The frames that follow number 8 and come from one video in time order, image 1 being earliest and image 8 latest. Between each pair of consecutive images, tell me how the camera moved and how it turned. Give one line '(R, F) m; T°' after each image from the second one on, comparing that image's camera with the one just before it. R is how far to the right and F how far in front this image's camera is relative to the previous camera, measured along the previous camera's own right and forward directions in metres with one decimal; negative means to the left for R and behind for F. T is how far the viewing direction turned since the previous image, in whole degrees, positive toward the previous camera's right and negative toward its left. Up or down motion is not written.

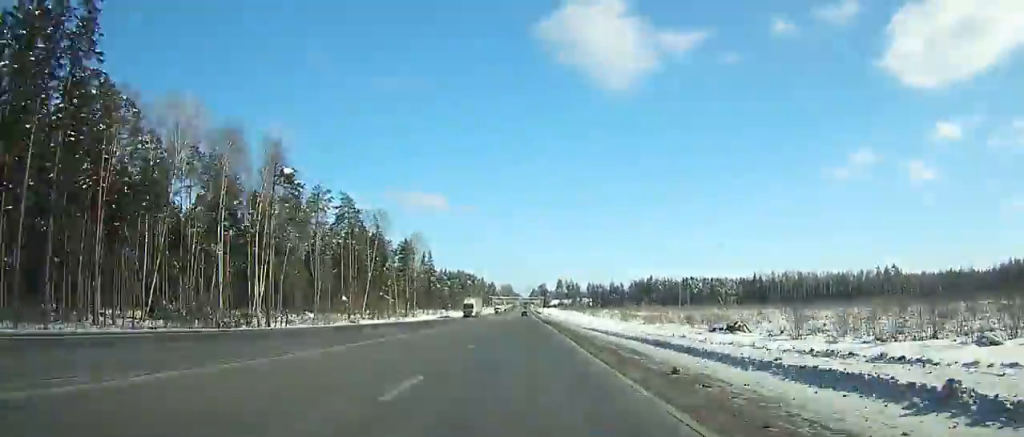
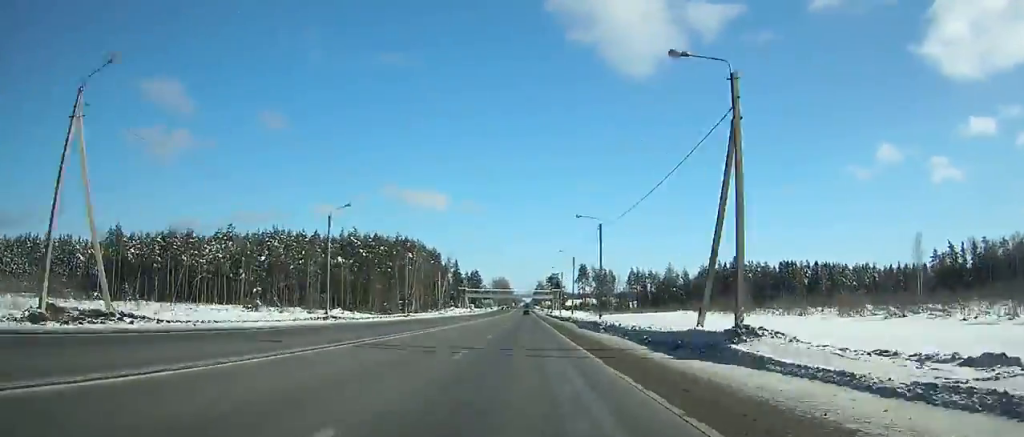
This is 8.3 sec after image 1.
(-1.0, +209.7) m; 0°
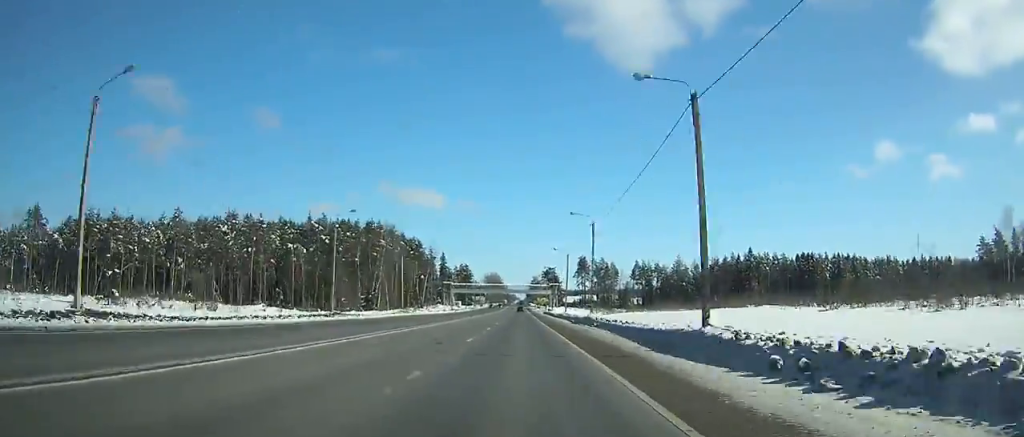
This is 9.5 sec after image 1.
(+0.2, +30.0) m; 0°
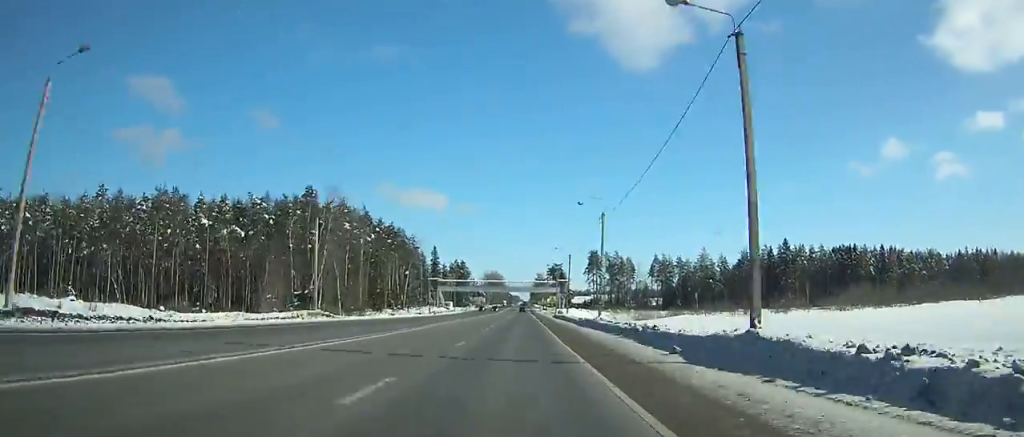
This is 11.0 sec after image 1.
(-0.1, +37.0) m; 0°
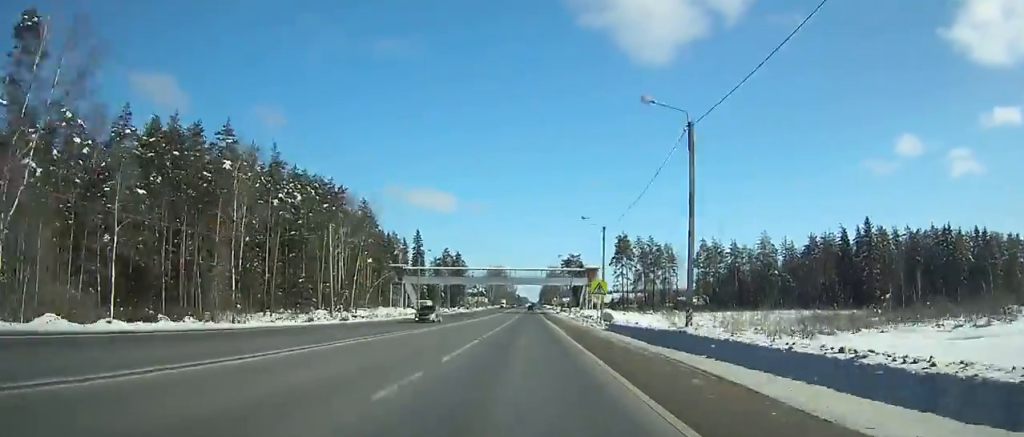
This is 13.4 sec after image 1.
(-0.3, +58.2) m; 0°
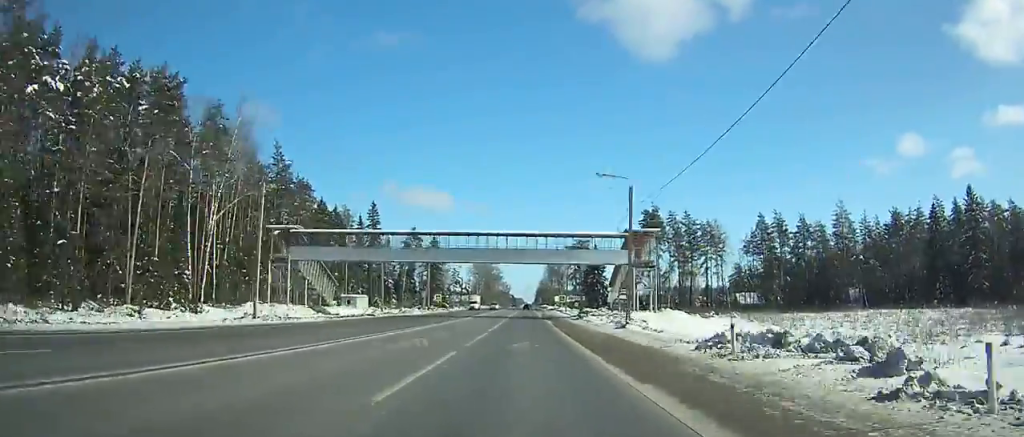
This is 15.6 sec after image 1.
(0.0, +51.1) m; +1°
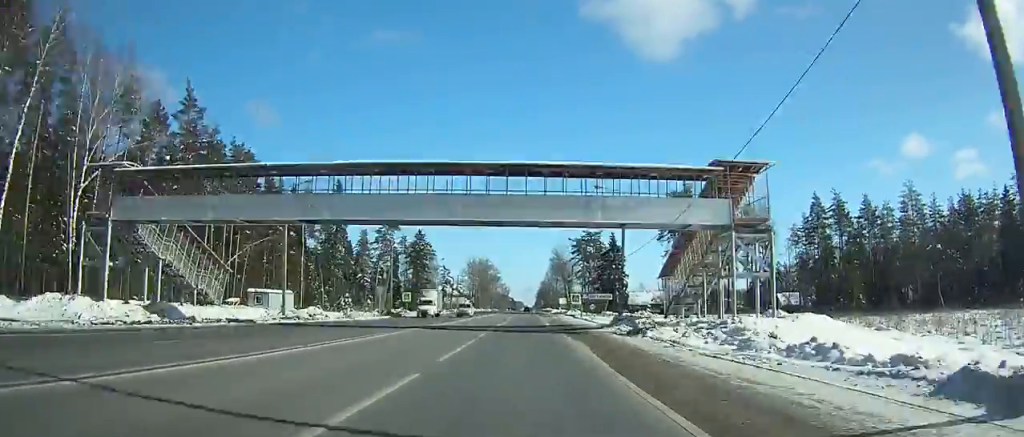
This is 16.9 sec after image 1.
(+0.2, +28.8) m; 0°
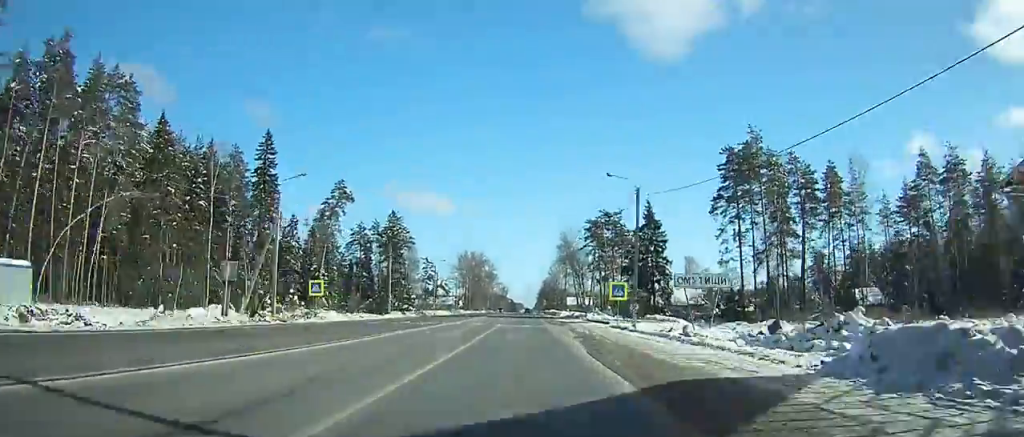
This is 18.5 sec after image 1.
(+0.8, +34.4) m; -1°
